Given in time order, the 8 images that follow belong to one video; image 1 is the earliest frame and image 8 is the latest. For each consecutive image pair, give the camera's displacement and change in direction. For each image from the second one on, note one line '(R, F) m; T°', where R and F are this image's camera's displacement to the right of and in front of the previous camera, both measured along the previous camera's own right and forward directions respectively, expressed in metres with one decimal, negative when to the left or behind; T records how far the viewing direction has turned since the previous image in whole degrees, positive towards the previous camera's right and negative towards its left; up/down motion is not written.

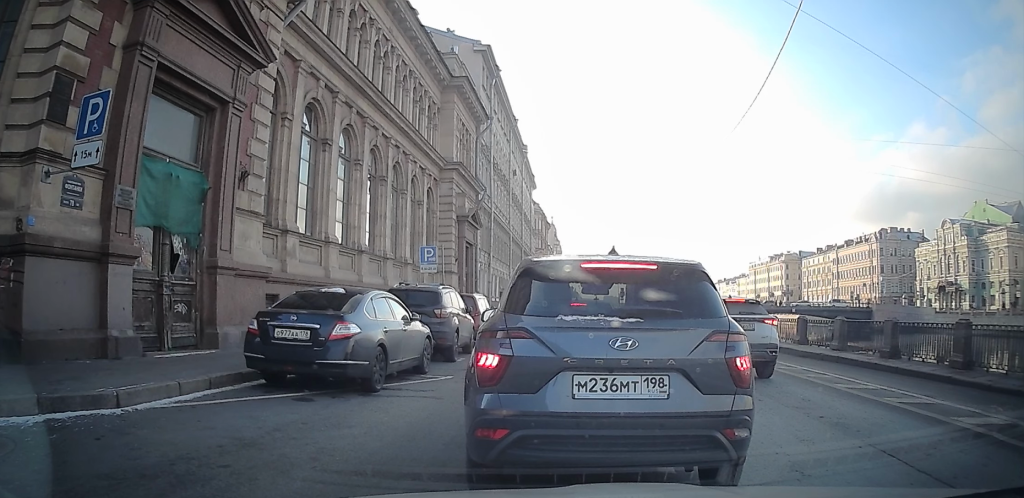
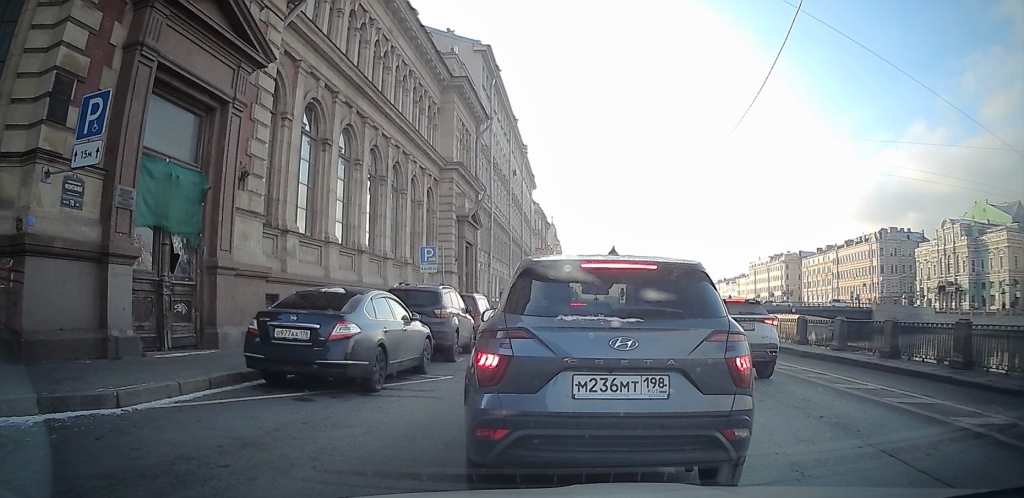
(0.0, 0.0) m; 0°
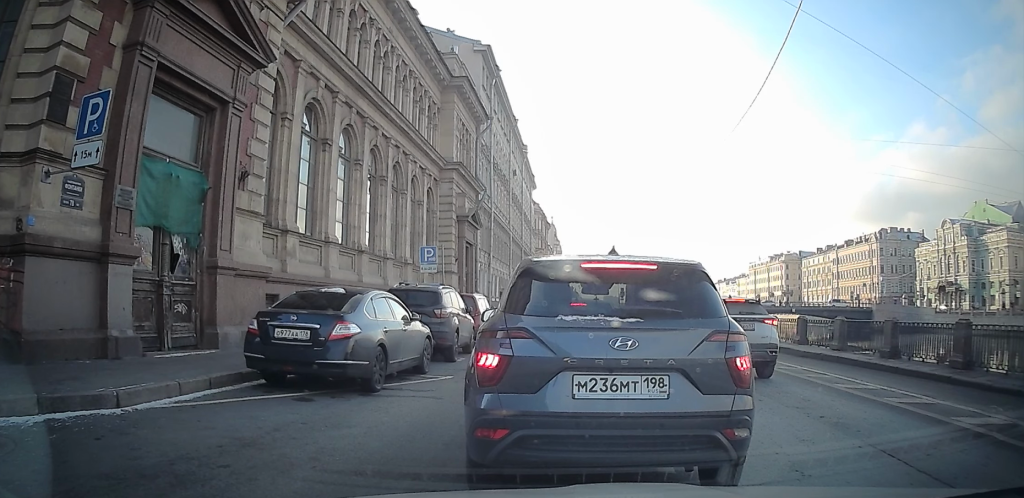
(0.0, 0.0) m; 0°
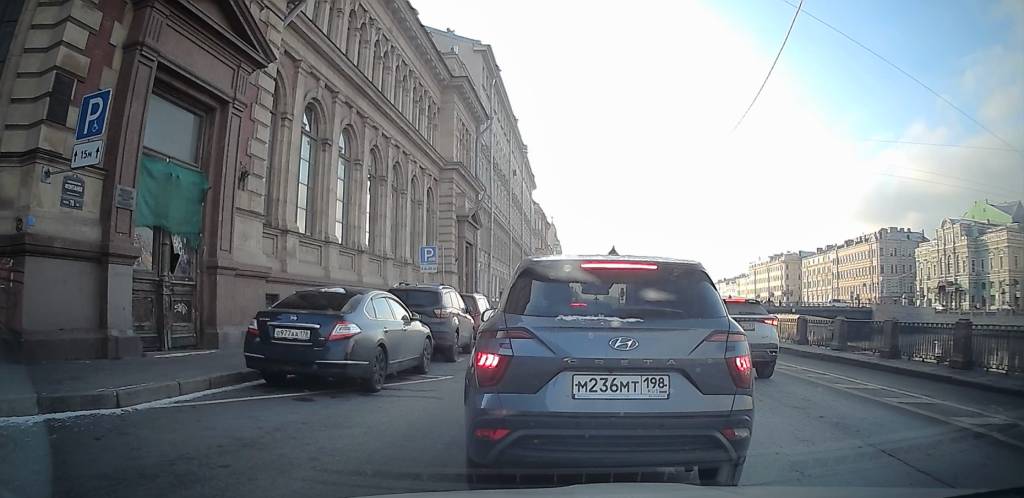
(0.0, 0.0) m; 0°
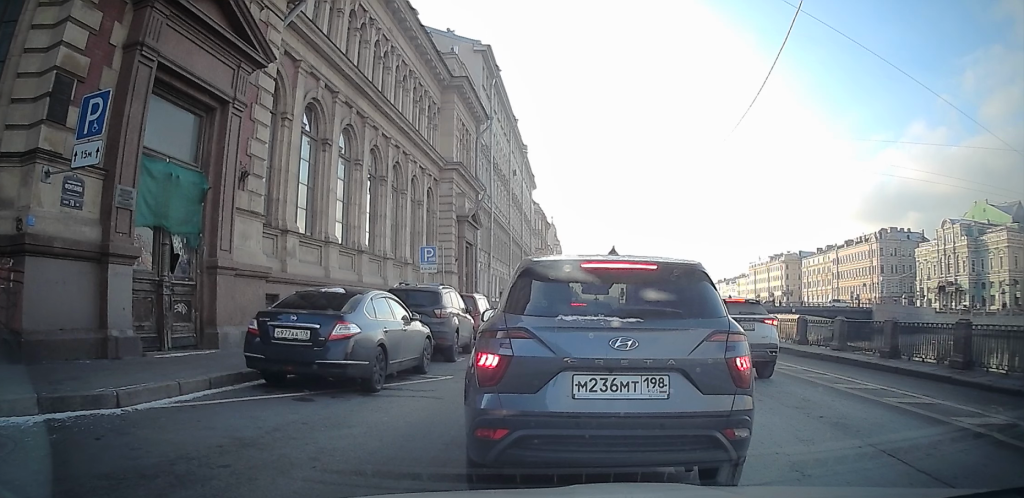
(0.0, 0.0) m; 0°
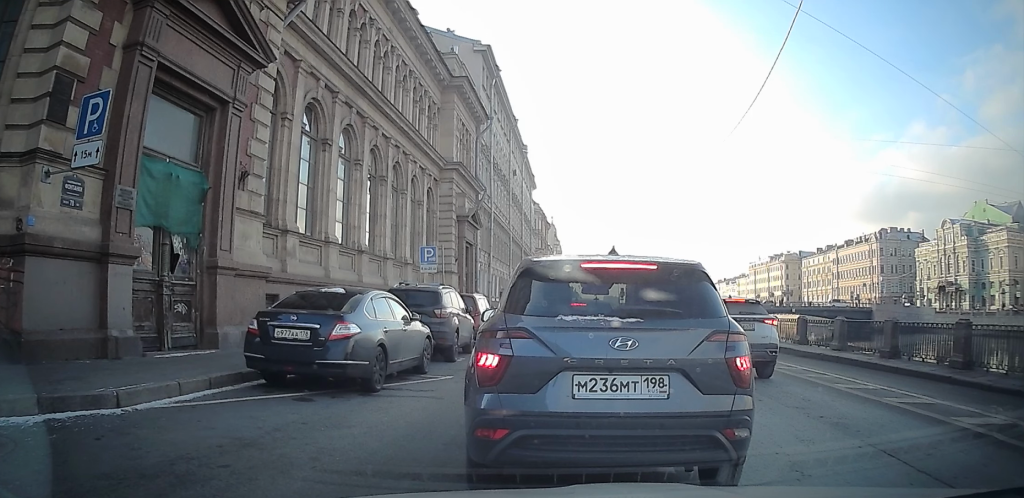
(0.0, 0.0) m; 0°
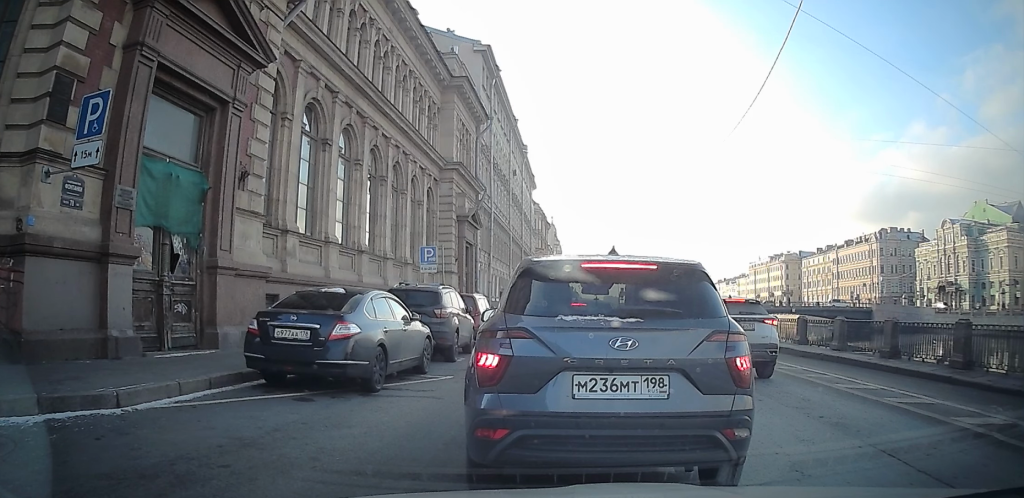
(0.0, 0.0) m; 0°
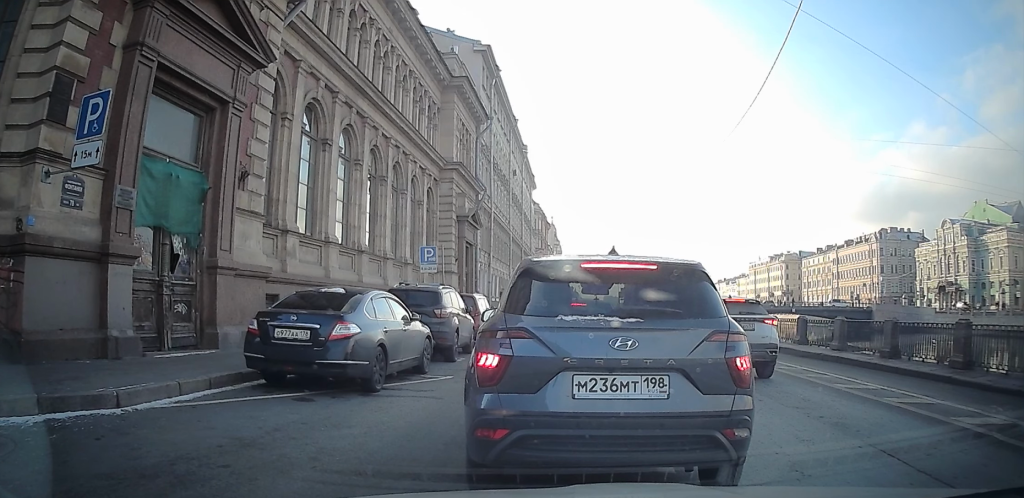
(0.0, 0.0) m; 0°
